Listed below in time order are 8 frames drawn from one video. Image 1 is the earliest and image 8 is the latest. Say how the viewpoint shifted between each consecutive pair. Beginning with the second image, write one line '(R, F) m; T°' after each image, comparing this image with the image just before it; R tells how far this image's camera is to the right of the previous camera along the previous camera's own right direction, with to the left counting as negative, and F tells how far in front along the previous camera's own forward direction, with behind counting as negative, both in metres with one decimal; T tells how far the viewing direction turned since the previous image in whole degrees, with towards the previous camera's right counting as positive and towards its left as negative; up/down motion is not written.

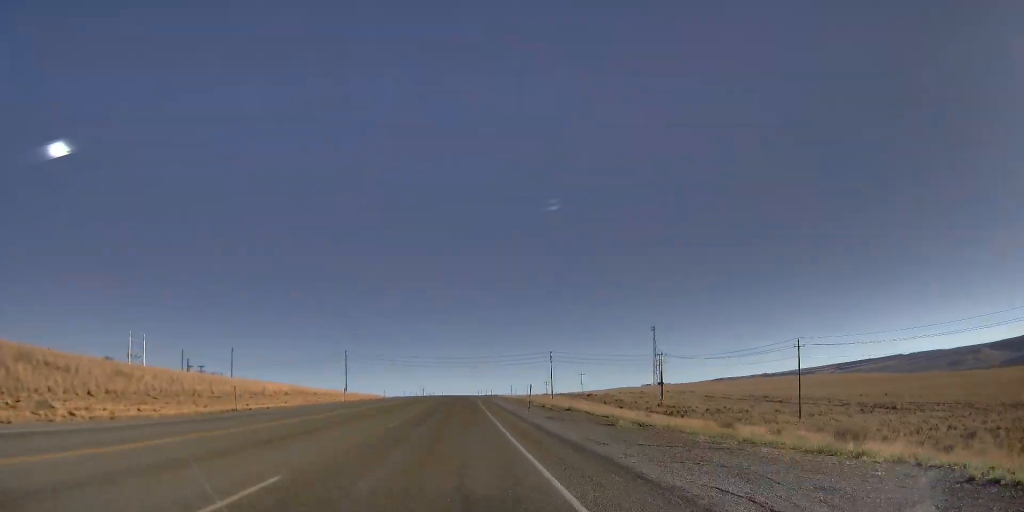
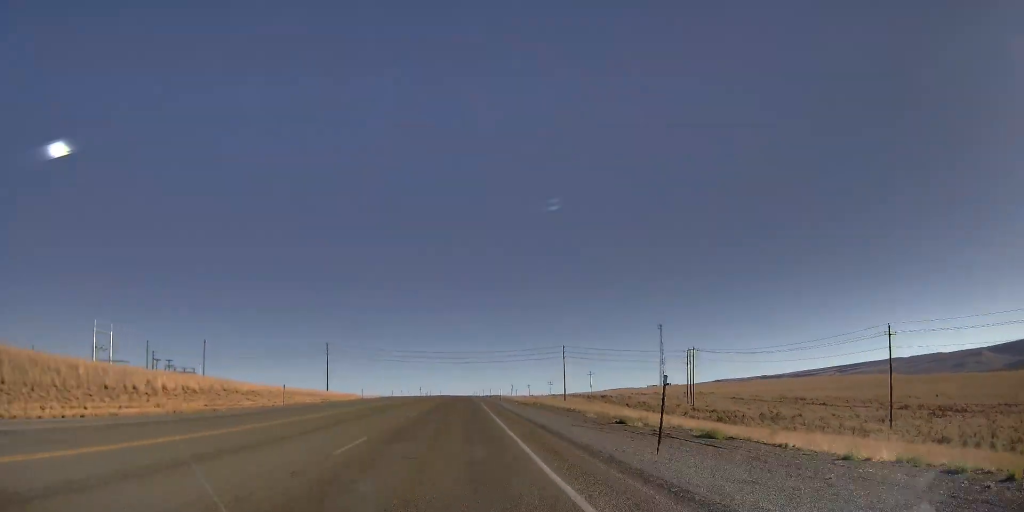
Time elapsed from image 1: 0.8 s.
(0.0, +24.1) m; 0°
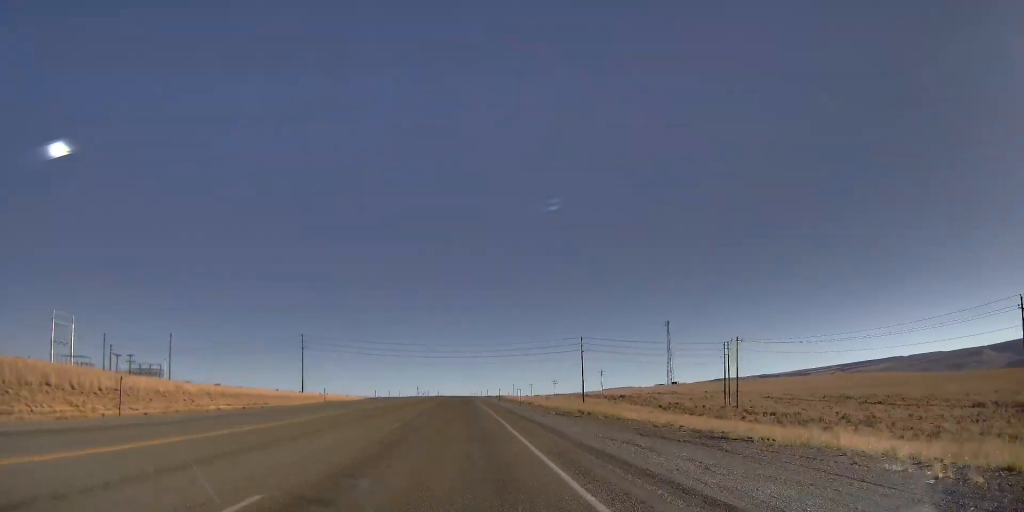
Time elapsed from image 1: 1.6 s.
(-0.1, +23.7) m; 0°
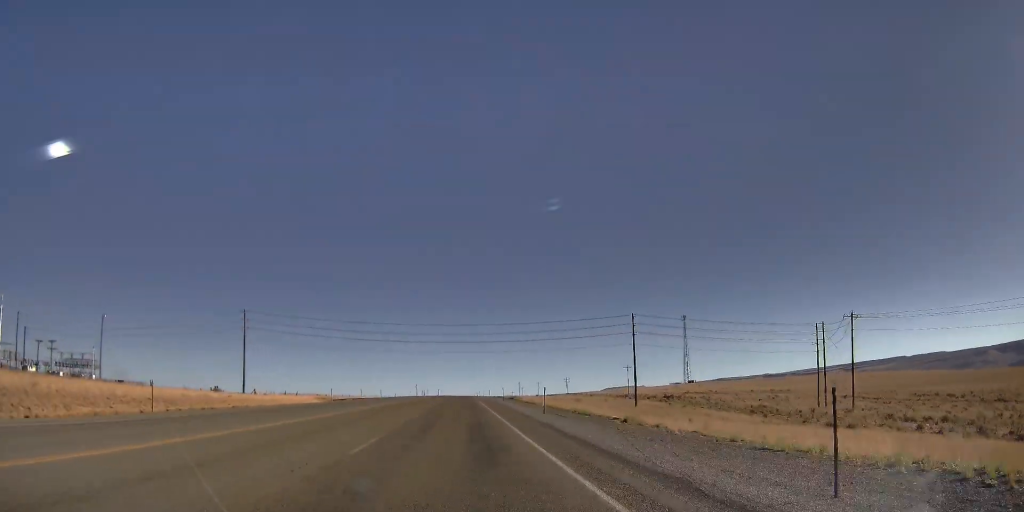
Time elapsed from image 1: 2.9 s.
(+0.2, +37.2) m; +1°
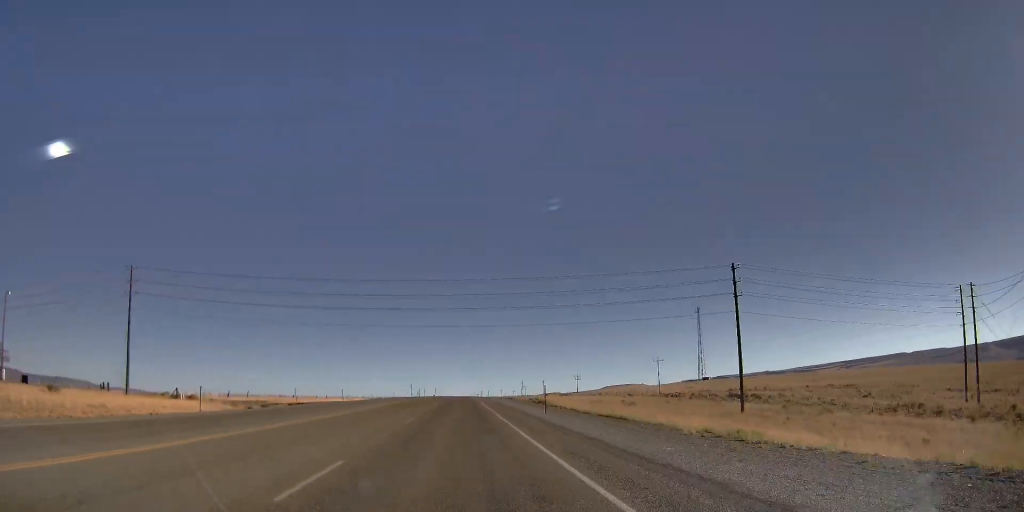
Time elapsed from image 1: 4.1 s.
(+0.2, +35.1) m; 0°
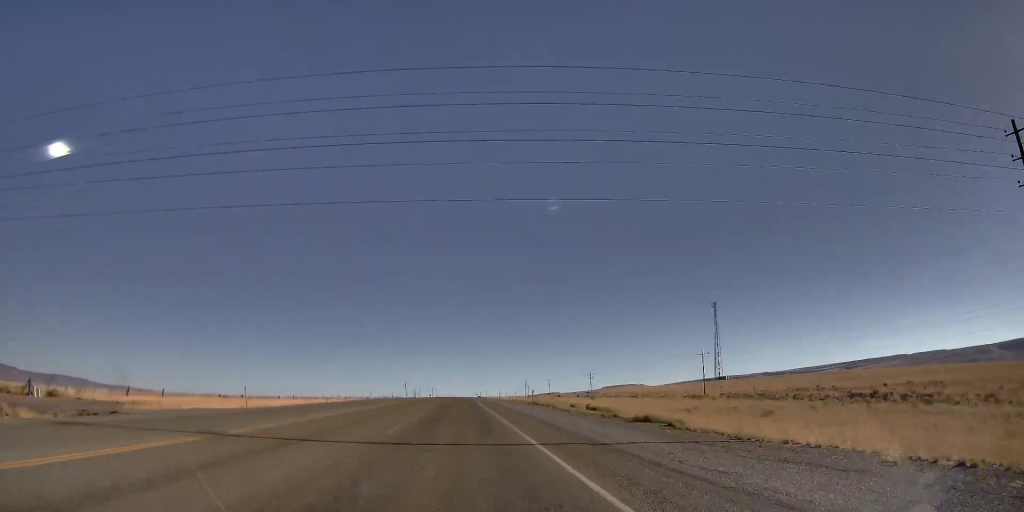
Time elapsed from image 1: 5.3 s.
(-0.4, +35.1) m; 0°
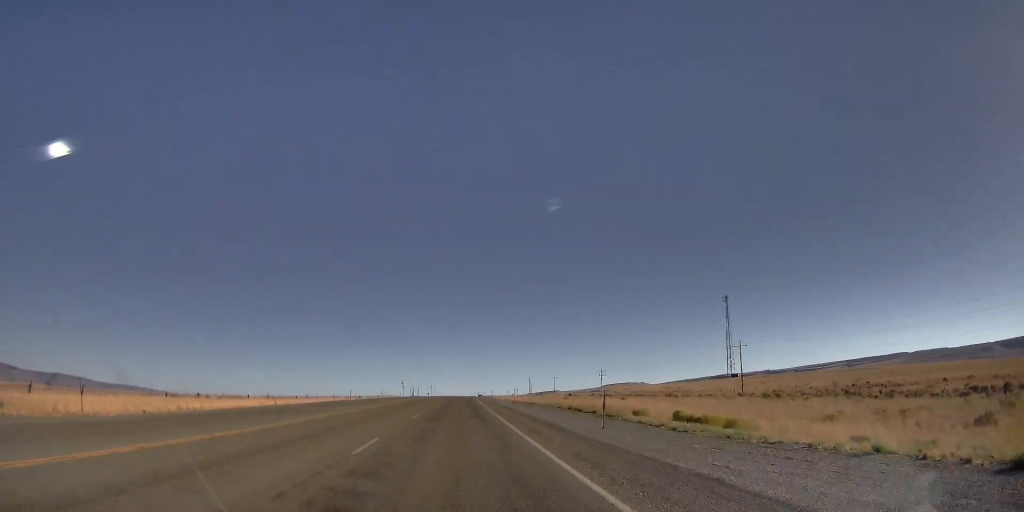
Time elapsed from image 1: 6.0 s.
(+0.3, +20.7) m; +1°
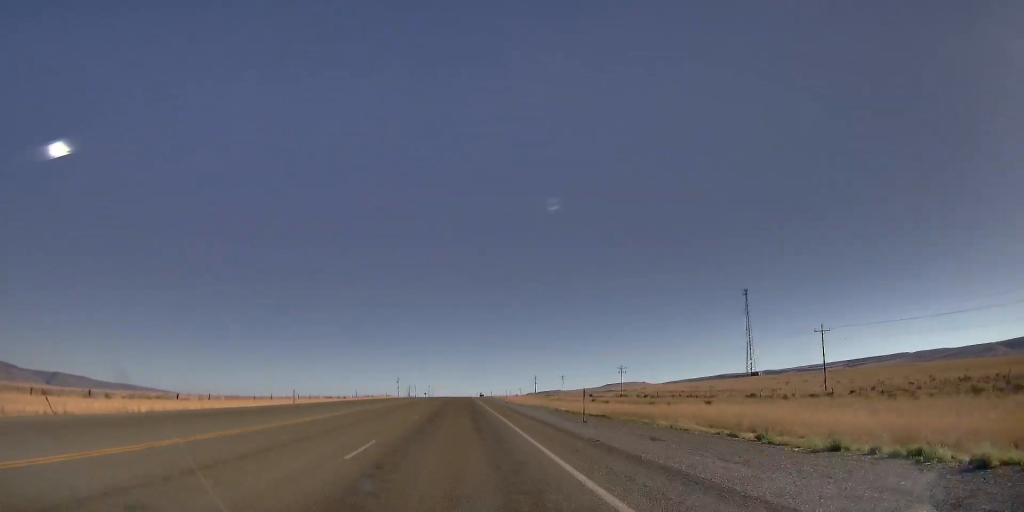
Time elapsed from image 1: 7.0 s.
(+0.1, +31.7) m; 0°
